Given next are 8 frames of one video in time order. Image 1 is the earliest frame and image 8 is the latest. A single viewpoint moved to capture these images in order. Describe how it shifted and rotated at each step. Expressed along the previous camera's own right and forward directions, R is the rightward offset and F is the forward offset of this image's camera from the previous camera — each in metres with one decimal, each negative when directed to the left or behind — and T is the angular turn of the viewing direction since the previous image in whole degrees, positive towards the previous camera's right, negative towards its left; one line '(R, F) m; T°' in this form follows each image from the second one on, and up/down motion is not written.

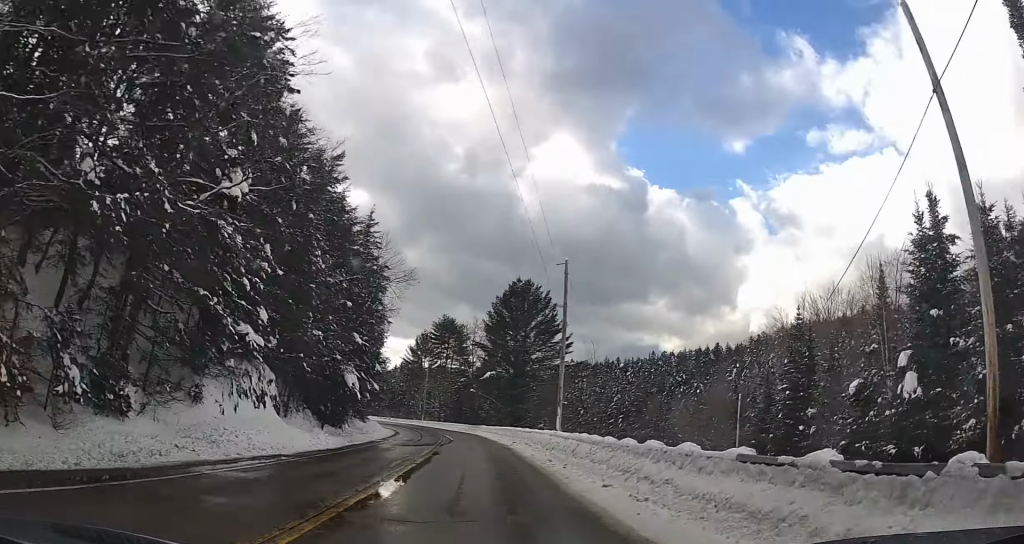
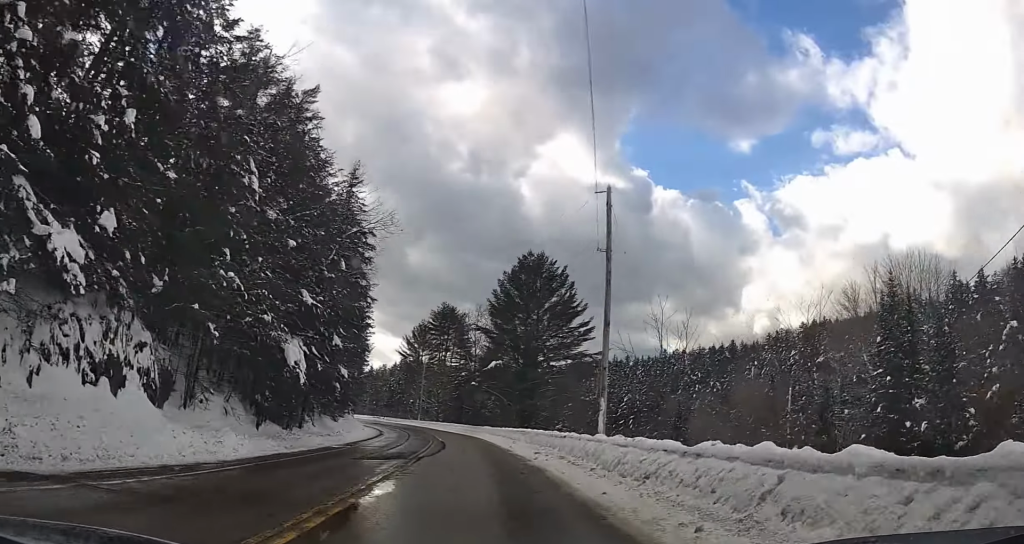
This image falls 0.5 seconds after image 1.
(-0.3, +12.0) m; 0°
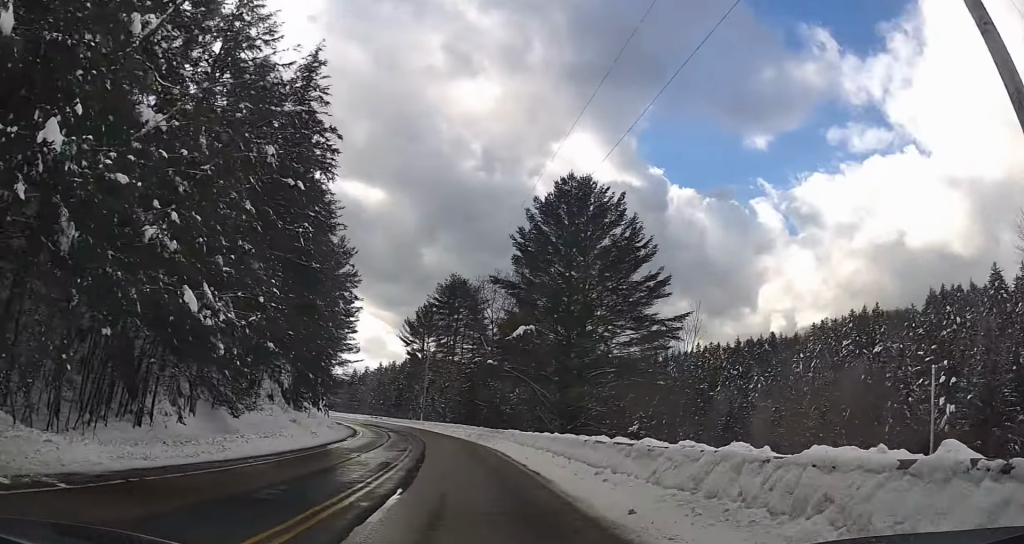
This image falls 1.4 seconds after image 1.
(+0.5, +20.6) m; -1°
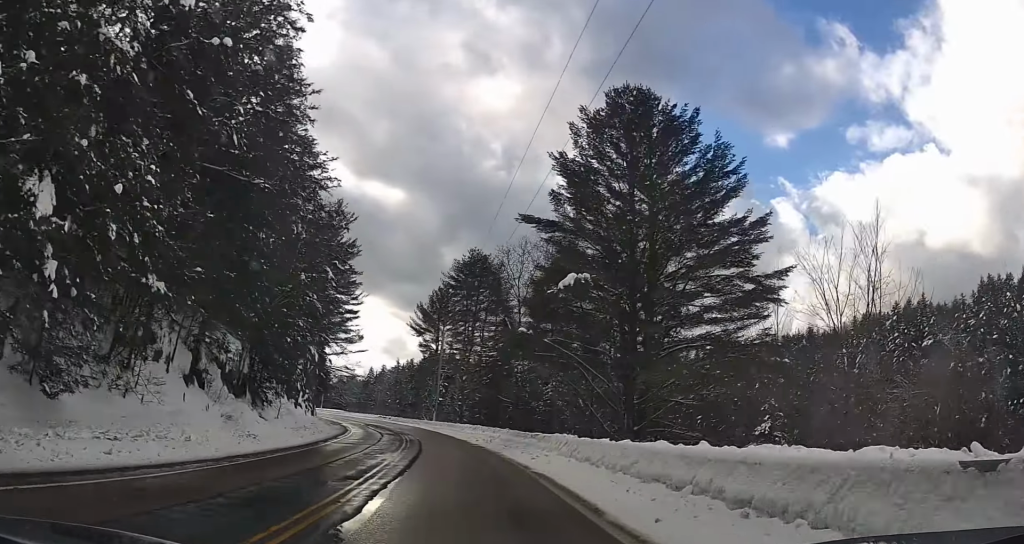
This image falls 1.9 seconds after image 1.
(0.0, +12.6) m; -1°
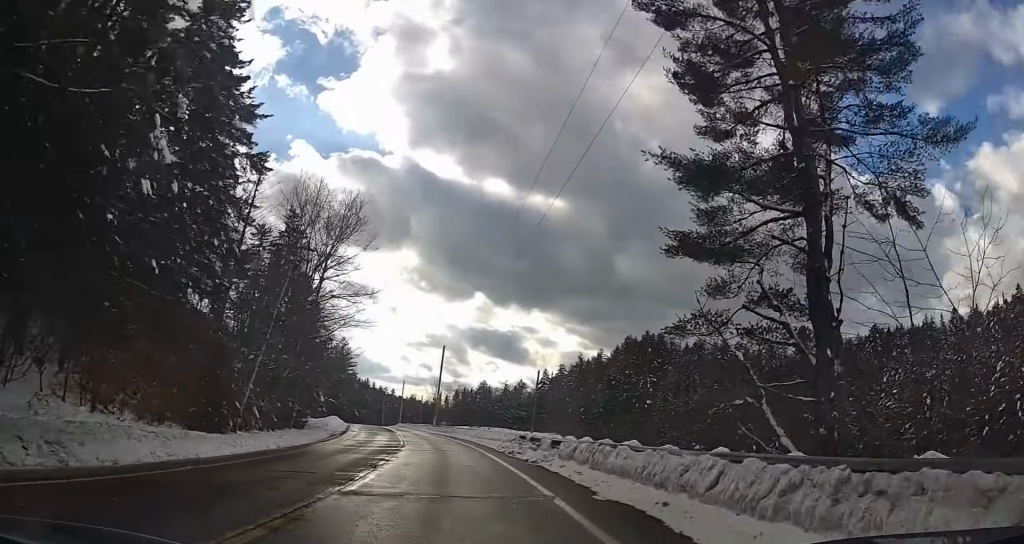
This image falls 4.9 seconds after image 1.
(-6.0, +68.9) m; -12°
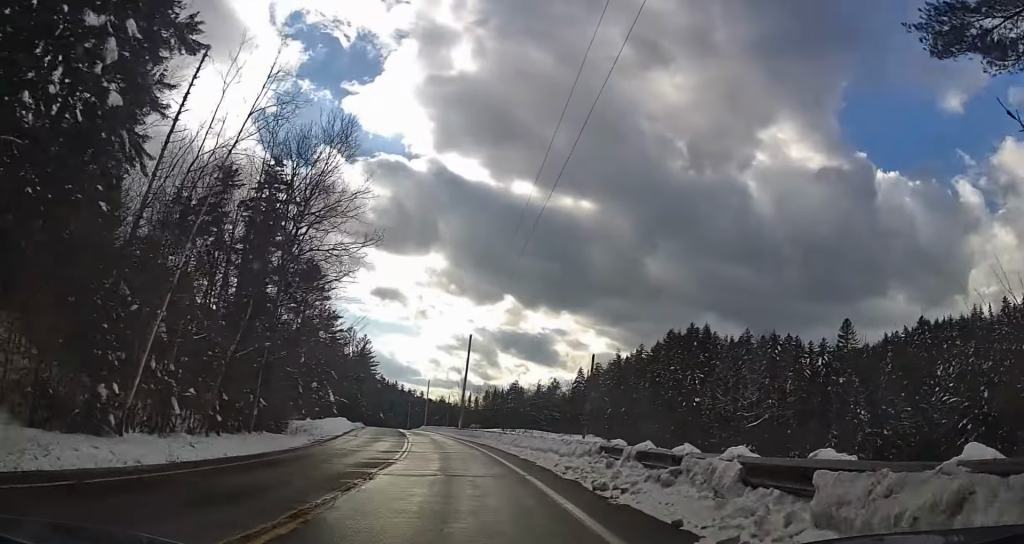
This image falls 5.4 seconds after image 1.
(+0.1, +11.5) m; -4°
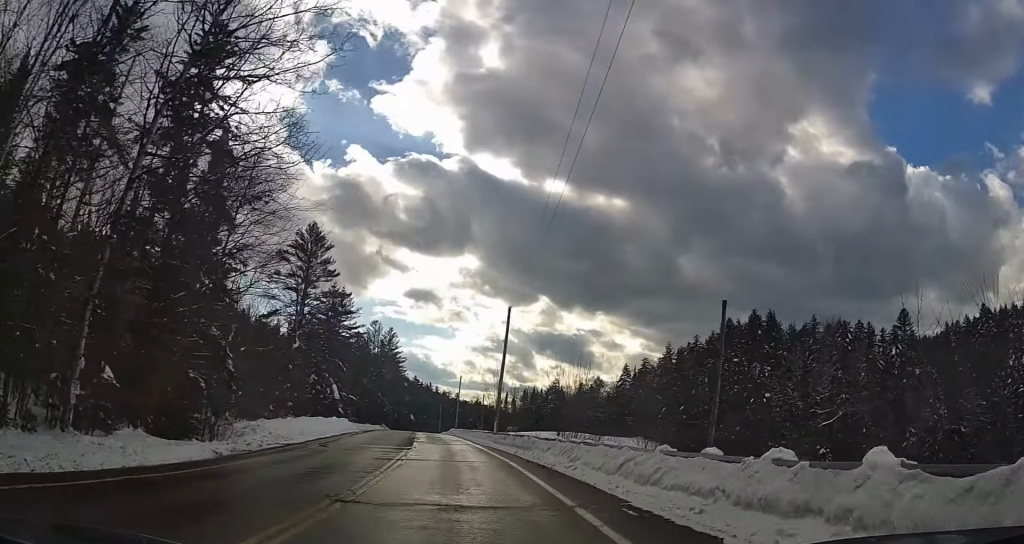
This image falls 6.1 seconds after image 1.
(-0.9, +15.3) m; -5°
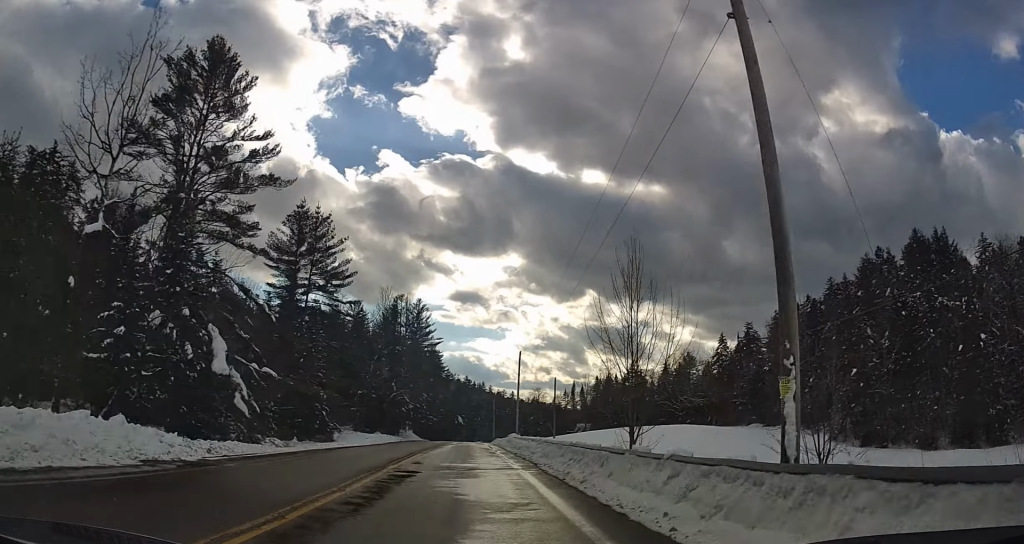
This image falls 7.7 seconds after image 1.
(-3.2, +39.1) m; -9°
